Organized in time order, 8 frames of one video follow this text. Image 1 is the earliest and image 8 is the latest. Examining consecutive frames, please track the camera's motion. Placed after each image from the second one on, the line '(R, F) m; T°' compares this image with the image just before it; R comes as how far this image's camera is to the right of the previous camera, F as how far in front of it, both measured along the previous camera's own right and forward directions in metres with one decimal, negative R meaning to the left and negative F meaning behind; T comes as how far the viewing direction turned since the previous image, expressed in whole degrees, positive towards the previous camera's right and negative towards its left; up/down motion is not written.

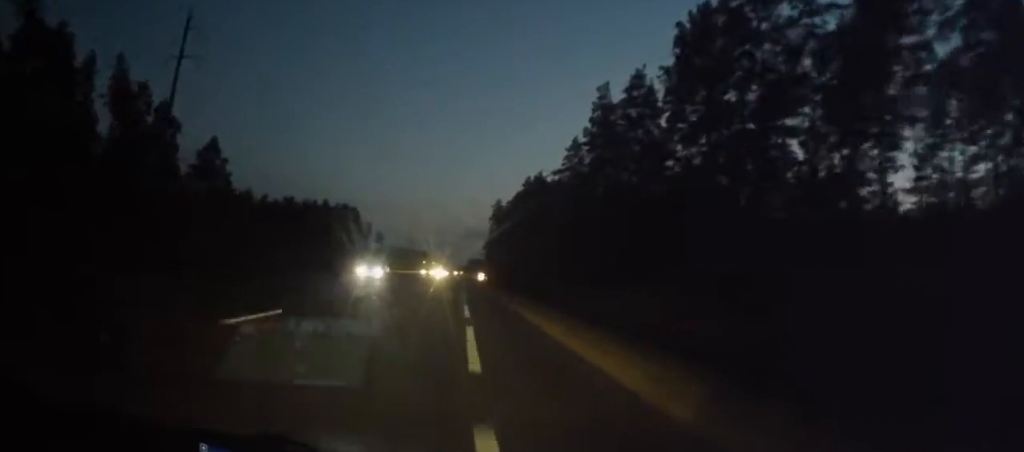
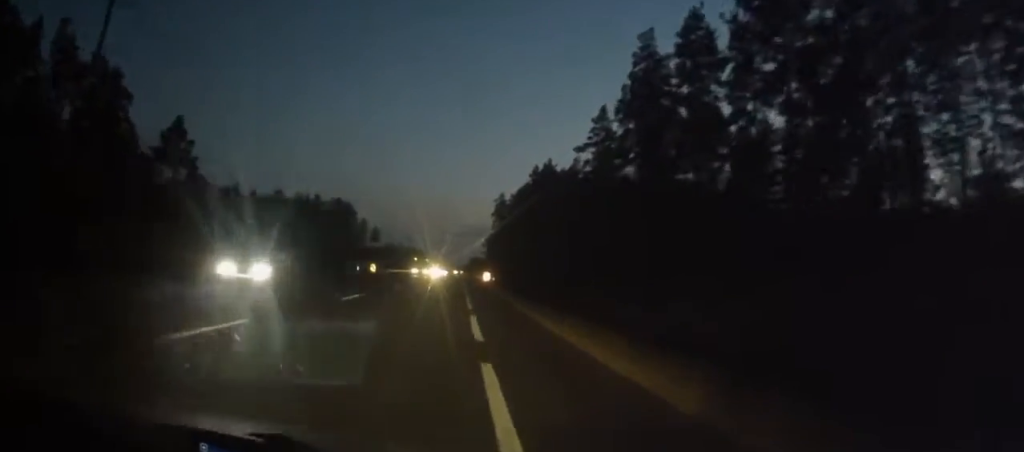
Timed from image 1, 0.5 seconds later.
(+0.2, +14.4) m; 0°
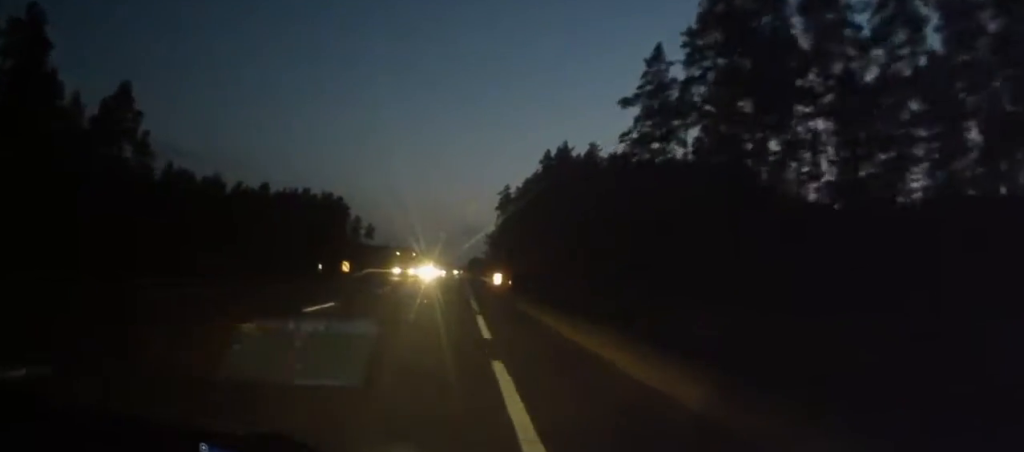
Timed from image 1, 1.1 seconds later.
(-0.1, +17.4) m; 0°
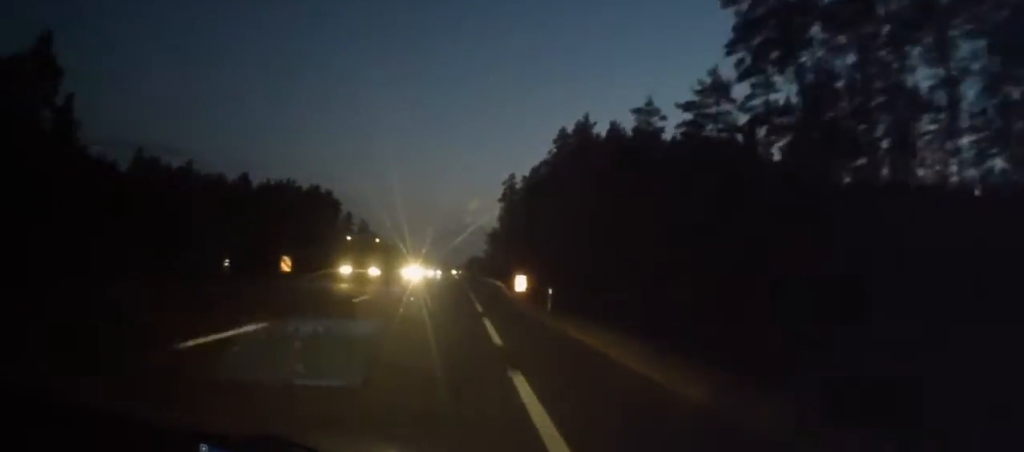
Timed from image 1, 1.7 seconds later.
(-0.1, +18.4) m; 0°
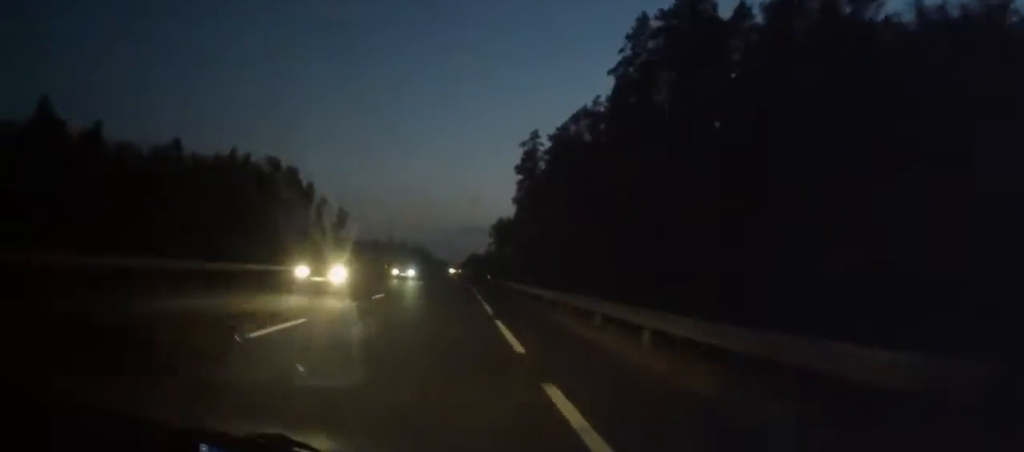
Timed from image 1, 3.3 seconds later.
(0.0, +45.8) m; 0°
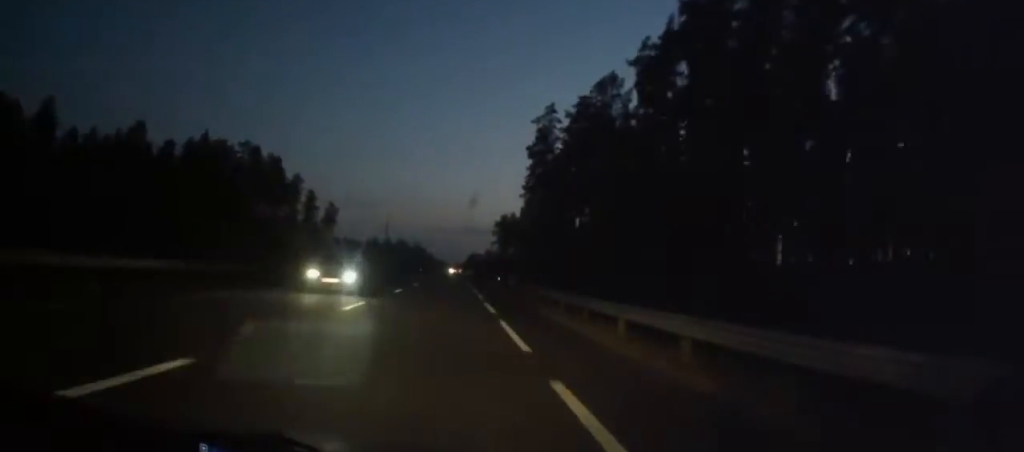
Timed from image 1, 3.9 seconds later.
(0.0, +17.6) m; 0°
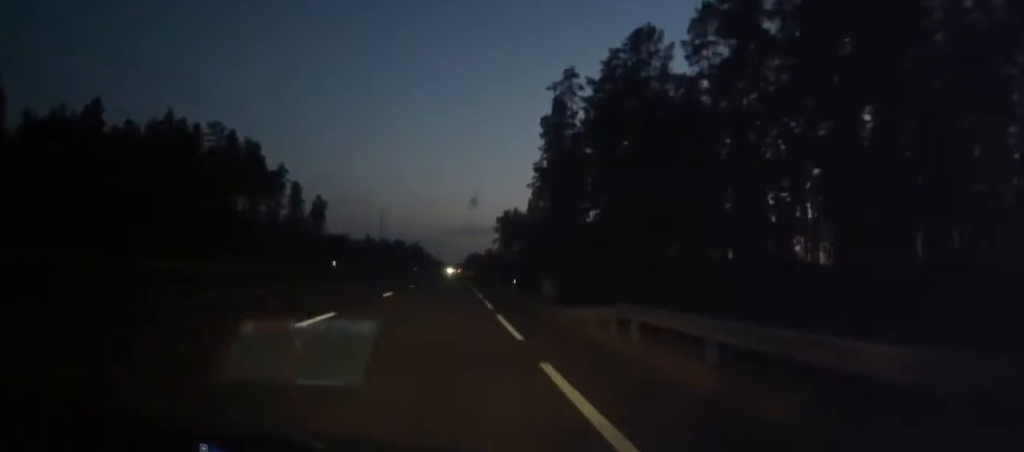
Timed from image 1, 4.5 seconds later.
(+0.1, +16.6) m; 0°
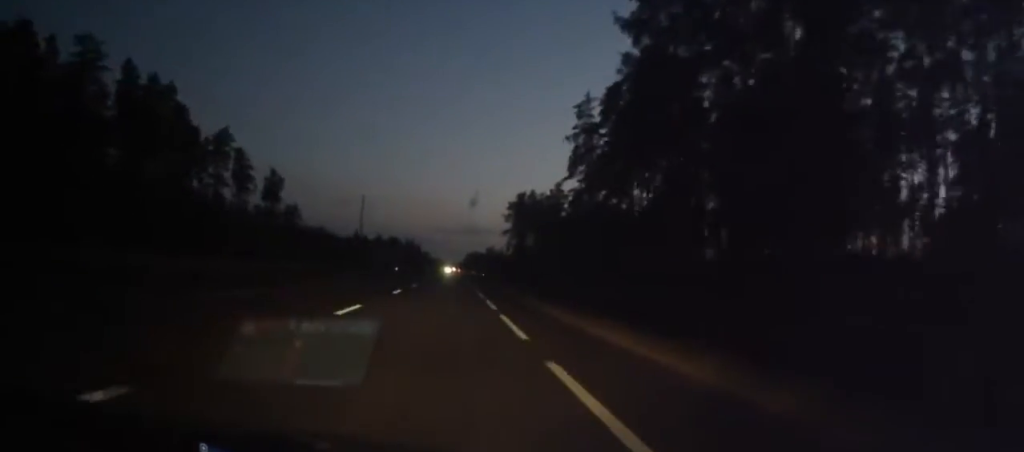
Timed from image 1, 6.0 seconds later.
(+0.1, +45.0) m; 0°
